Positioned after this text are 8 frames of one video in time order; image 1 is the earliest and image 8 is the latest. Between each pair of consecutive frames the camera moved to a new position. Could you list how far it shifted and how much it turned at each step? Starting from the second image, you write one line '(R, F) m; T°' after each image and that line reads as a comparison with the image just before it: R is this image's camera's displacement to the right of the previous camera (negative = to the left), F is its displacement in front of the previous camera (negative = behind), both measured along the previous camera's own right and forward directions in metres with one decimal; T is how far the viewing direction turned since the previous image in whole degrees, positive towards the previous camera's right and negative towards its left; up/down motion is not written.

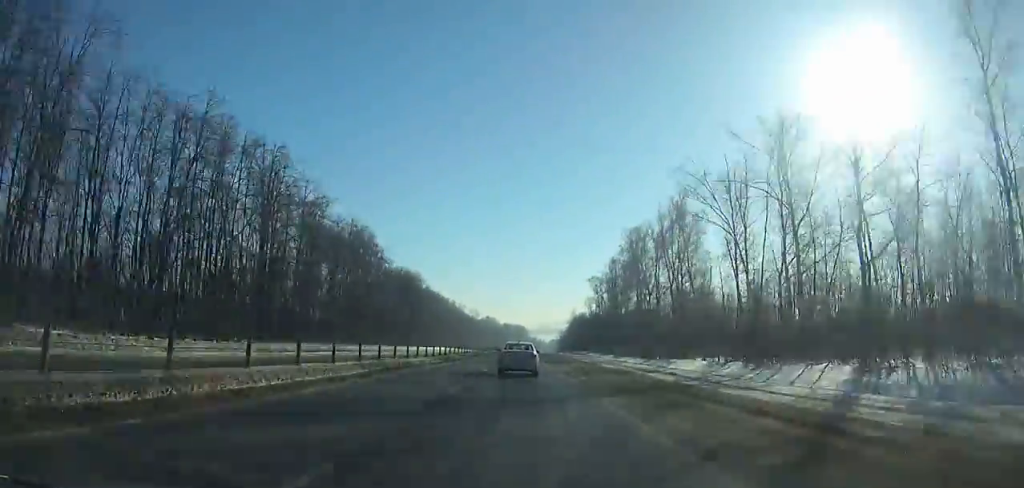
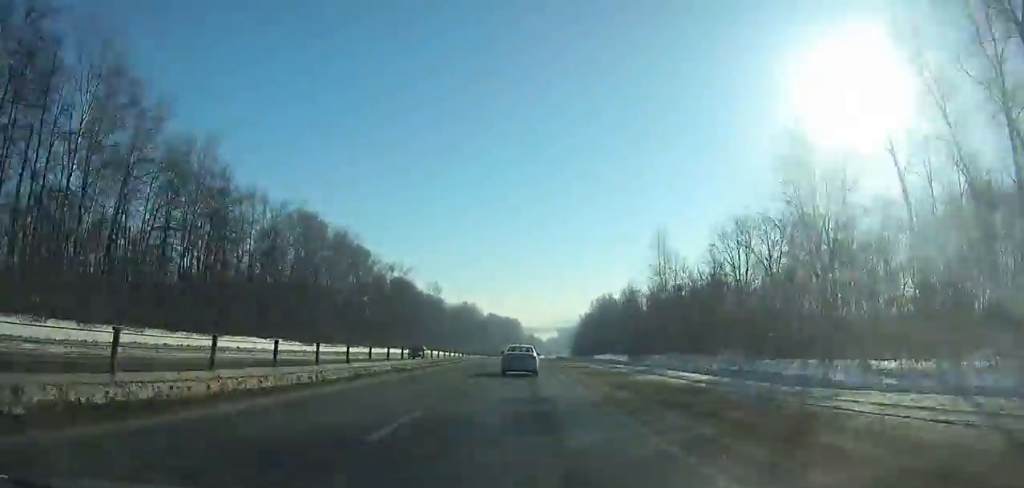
(+0.3, +127.0) m; +1°
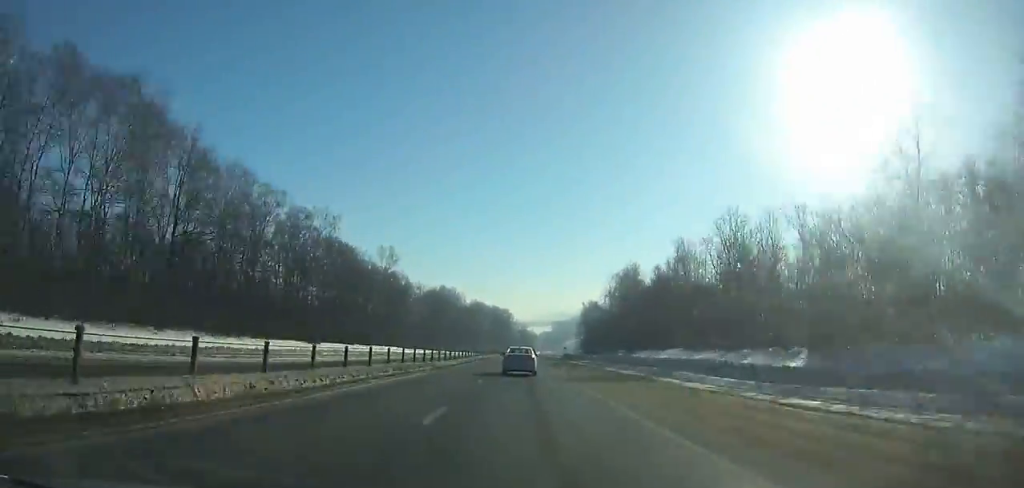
(+0.2, +57.5) m; +1°
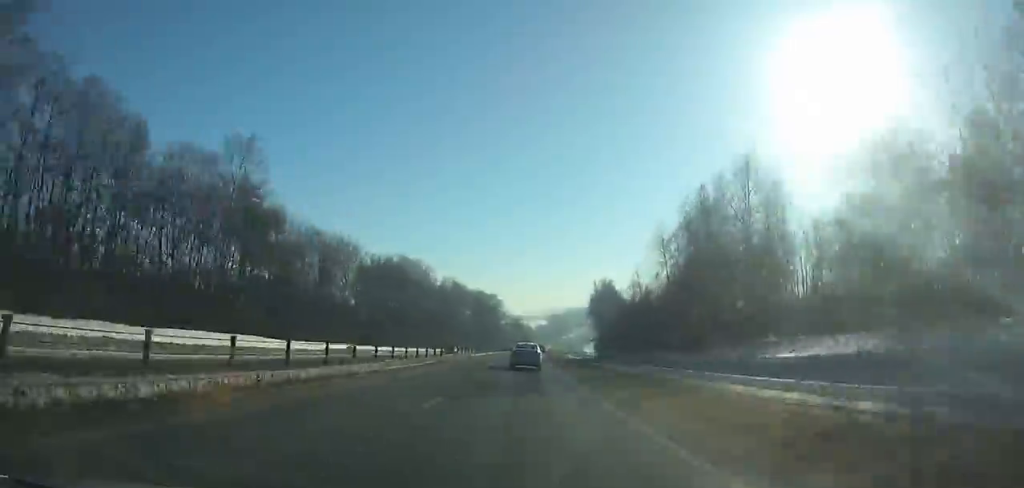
(+0.6, +70.8) m; +1°
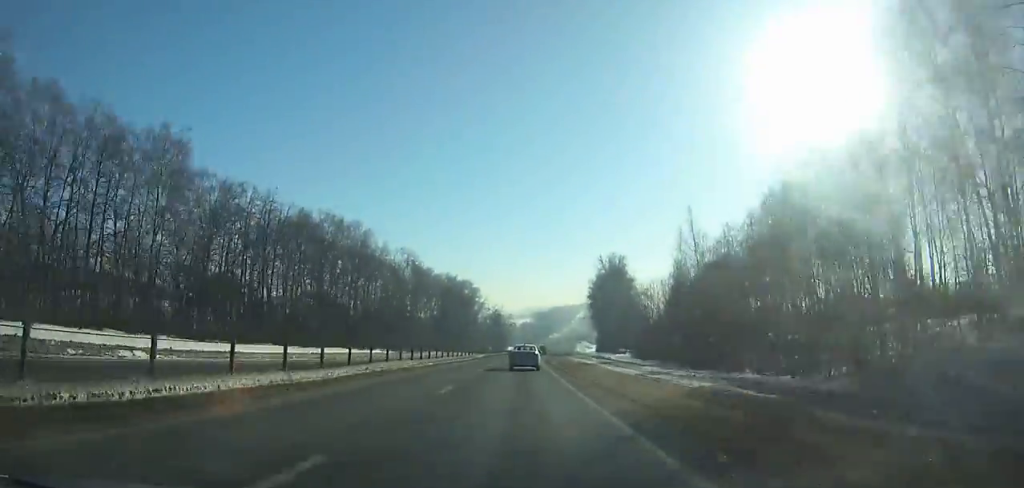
(+0.3, +56.3) m; +1°
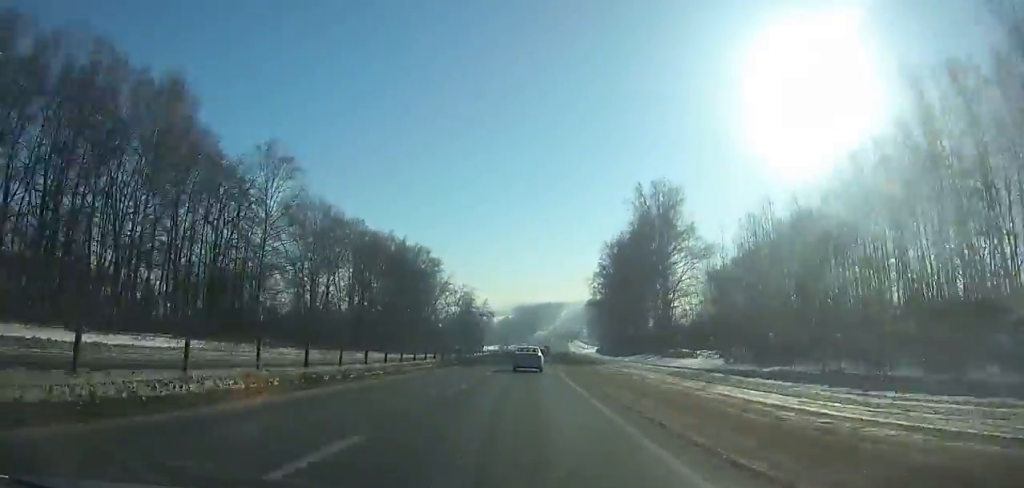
(+1.3, +70.5) m; +2°
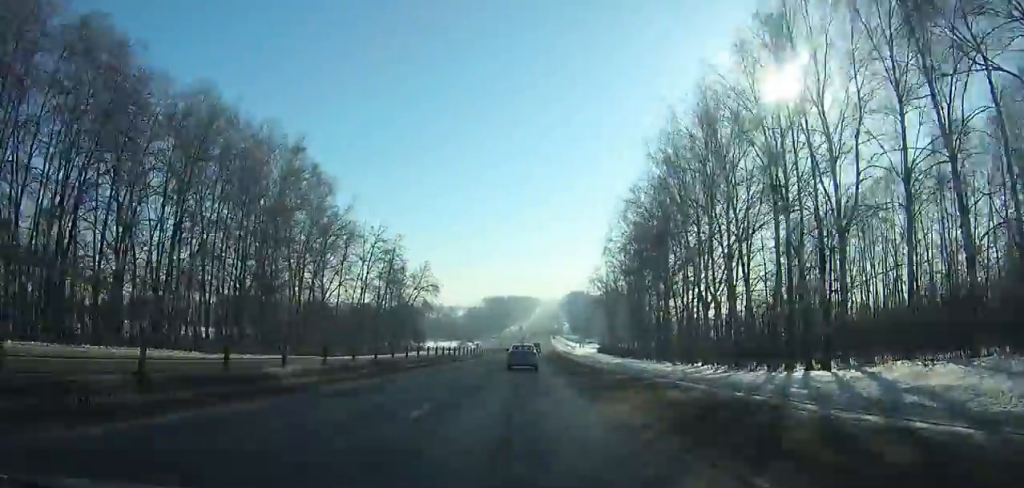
(+1.9, +79.5) m; +2°
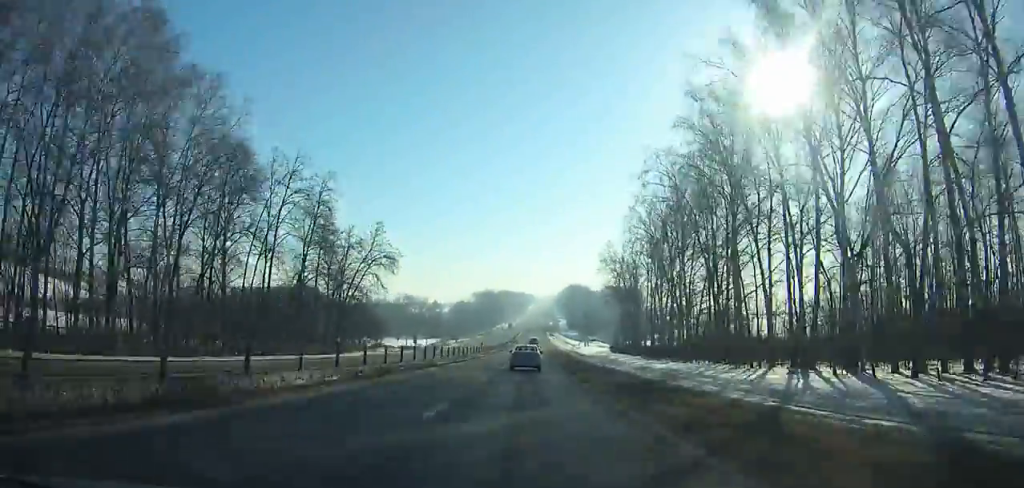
(+0.4, +34.7) m; 0°
